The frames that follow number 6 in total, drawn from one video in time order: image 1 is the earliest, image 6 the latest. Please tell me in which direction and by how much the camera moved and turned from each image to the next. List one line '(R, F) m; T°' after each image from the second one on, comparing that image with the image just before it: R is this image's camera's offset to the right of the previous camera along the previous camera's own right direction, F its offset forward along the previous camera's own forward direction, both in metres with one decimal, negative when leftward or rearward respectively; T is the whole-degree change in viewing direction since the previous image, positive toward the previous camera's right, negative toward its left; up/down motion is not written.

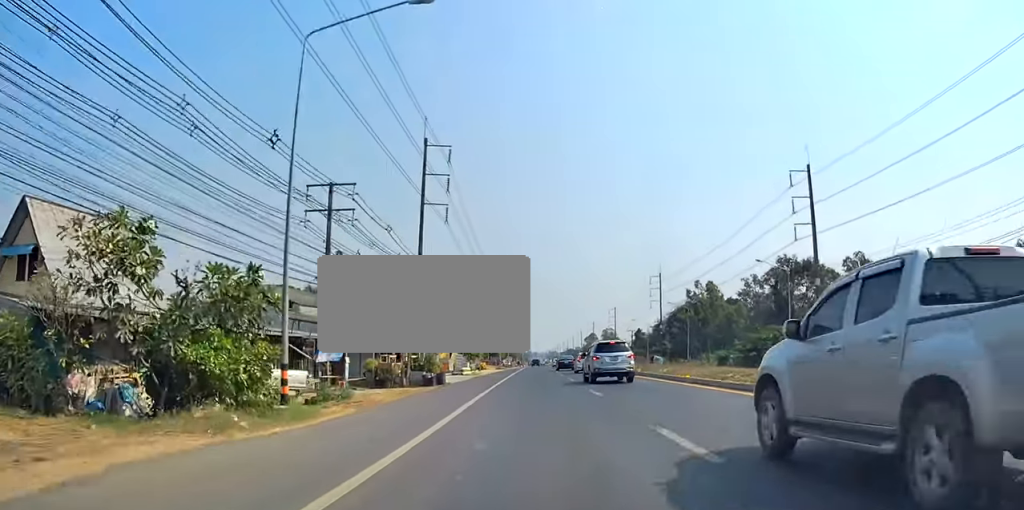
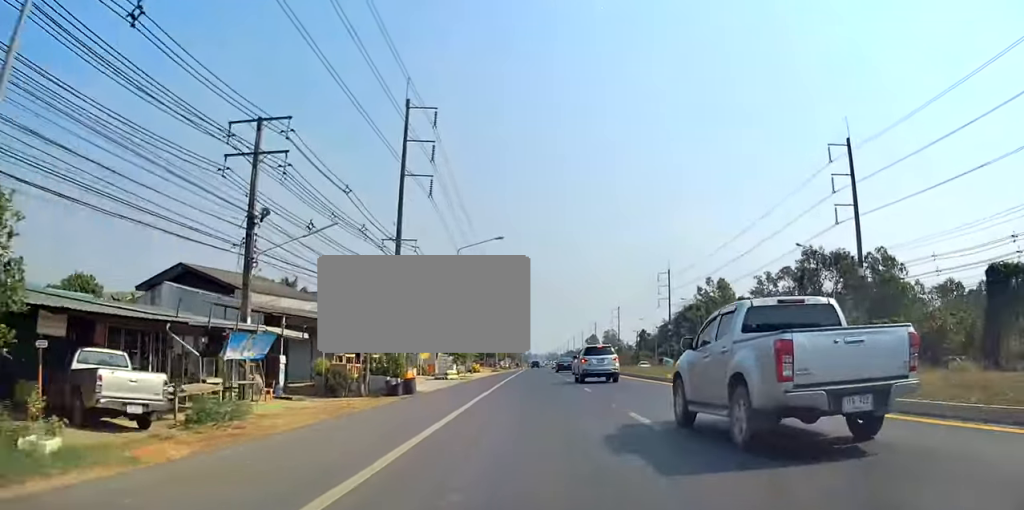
(-0.1, +8.4) m; 0°
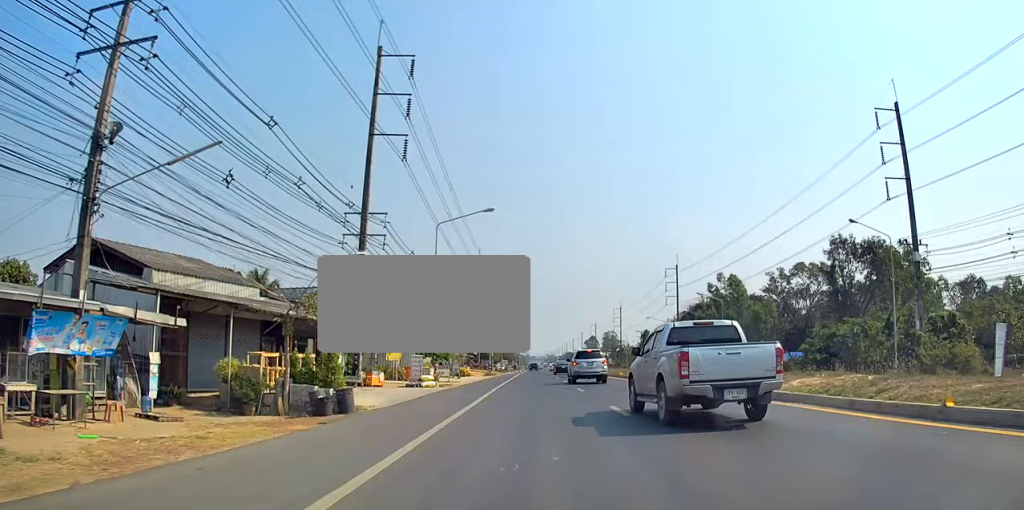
(+0.1, +9.2) m; +1°
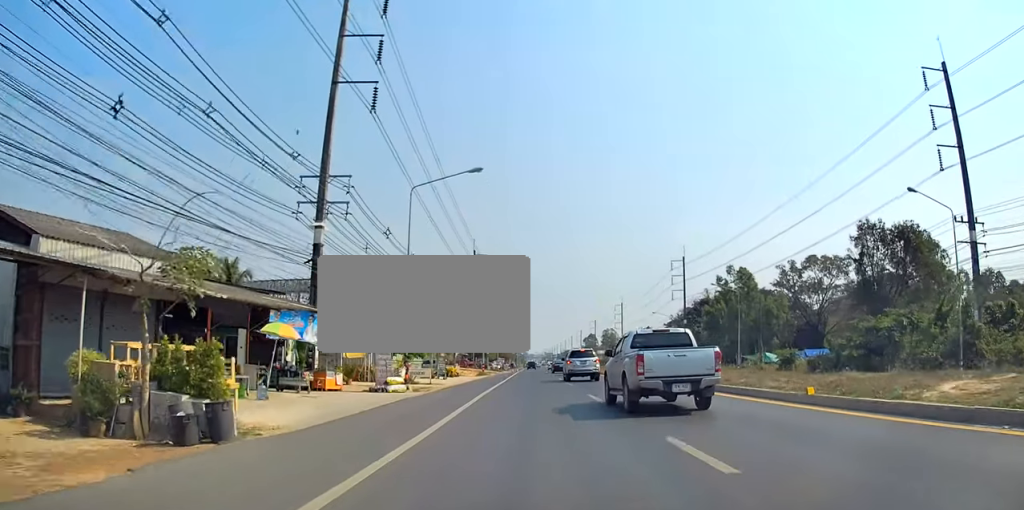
(+0.1, +7.1) m; 0°
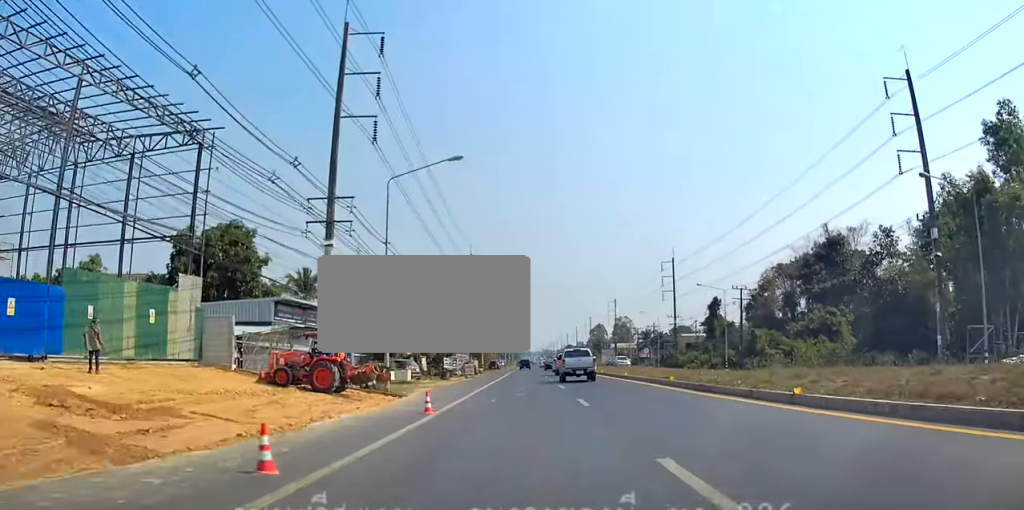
(-1.6, +73.7) m; 0°
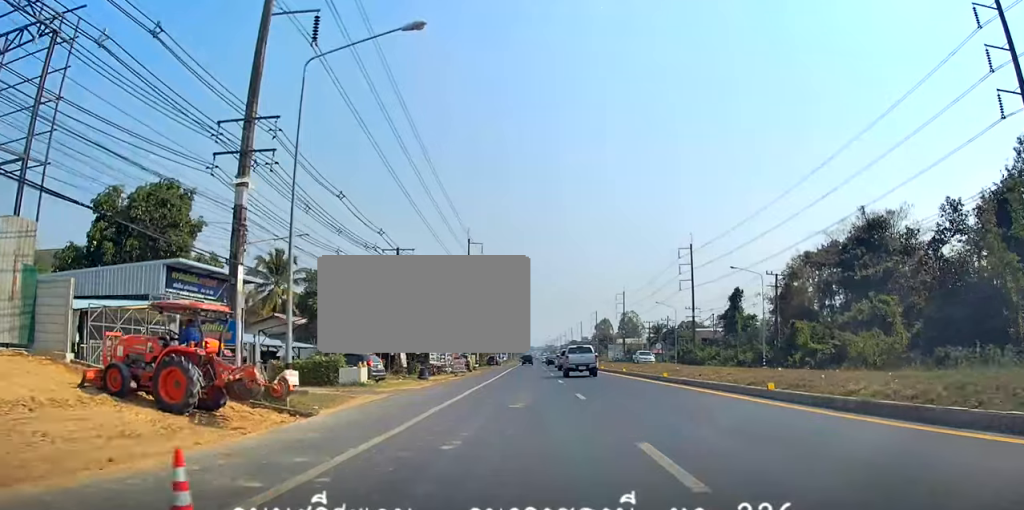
(+0.2, +11.3) m; 0°
